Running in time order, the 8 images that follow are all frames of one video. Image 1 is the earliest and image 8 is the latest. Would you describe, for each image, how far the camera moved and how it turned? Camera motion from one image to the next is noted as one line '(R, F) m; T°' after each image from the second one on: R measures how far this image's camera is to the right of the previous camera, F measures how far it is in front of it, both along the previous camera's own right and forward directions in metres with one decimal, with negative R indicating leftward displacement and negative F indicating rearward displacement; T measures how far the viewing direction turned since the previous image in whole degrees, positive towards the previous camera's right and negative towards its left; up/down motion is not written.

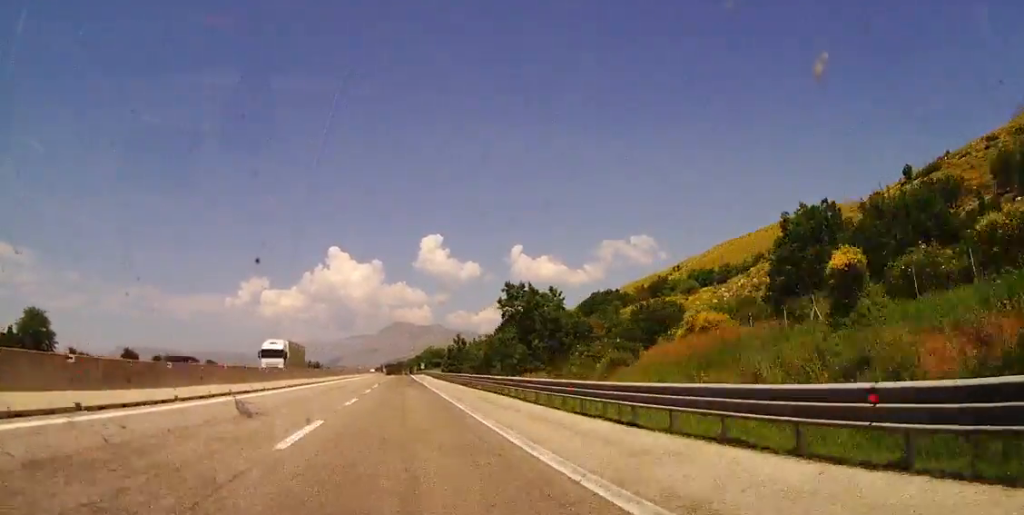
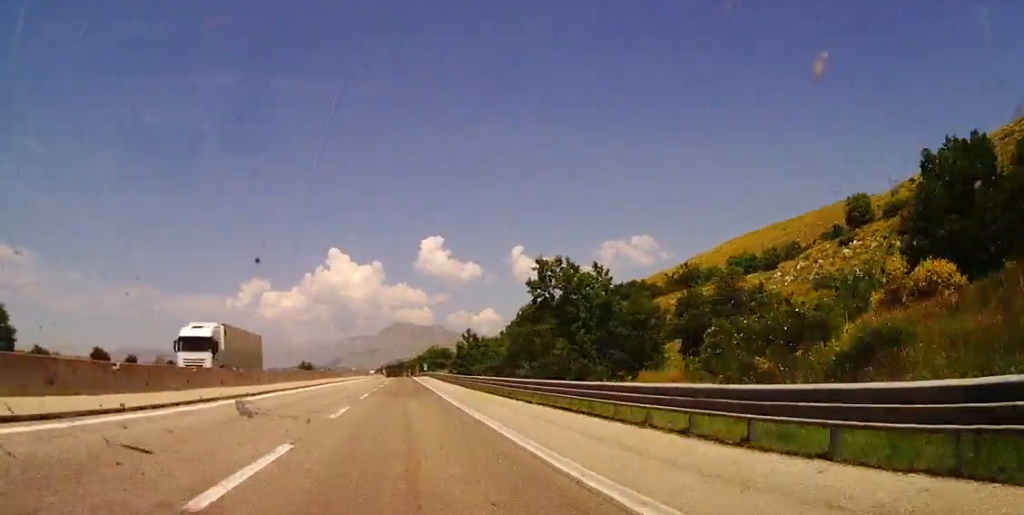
(0.0, +16.6) m; 0°
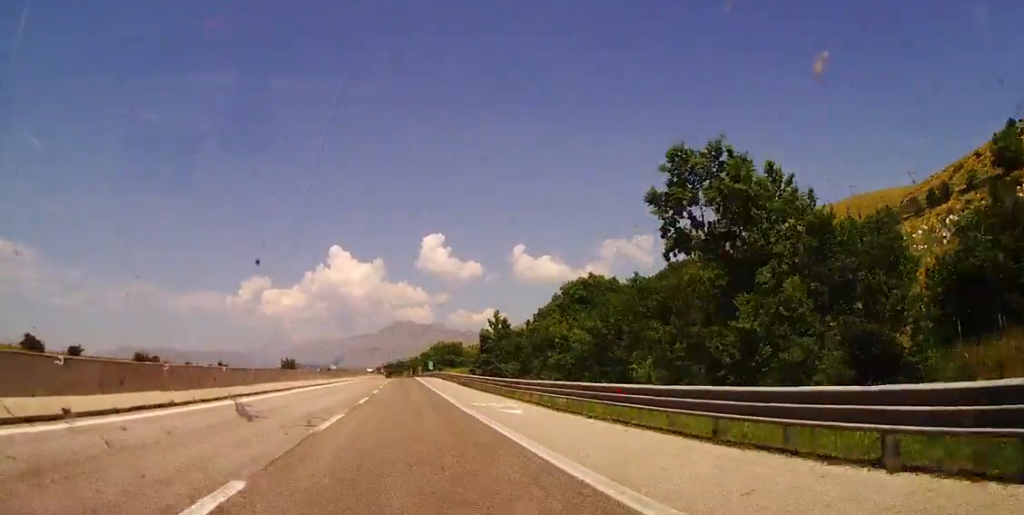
(-0.1, +28.3) m; -1°
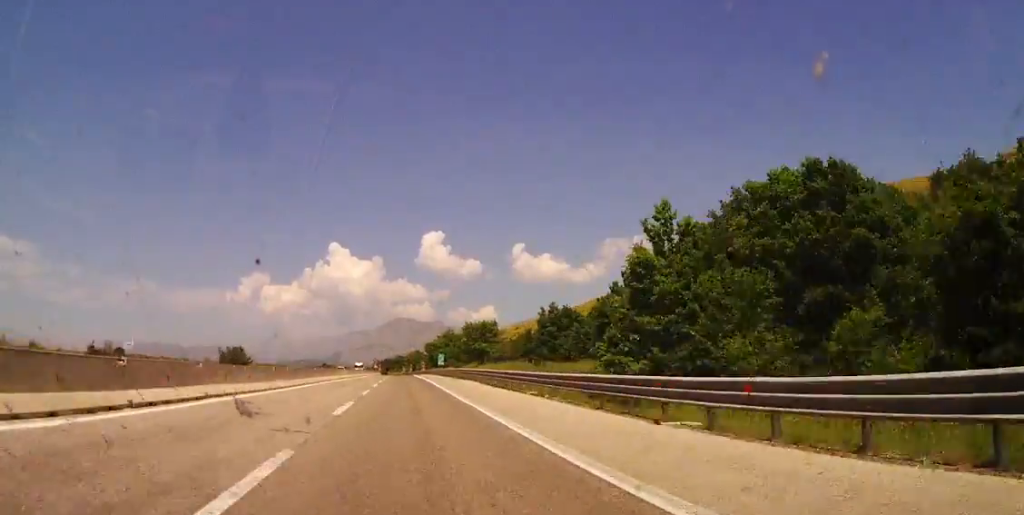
(-0.4, +48.0) m; 0°
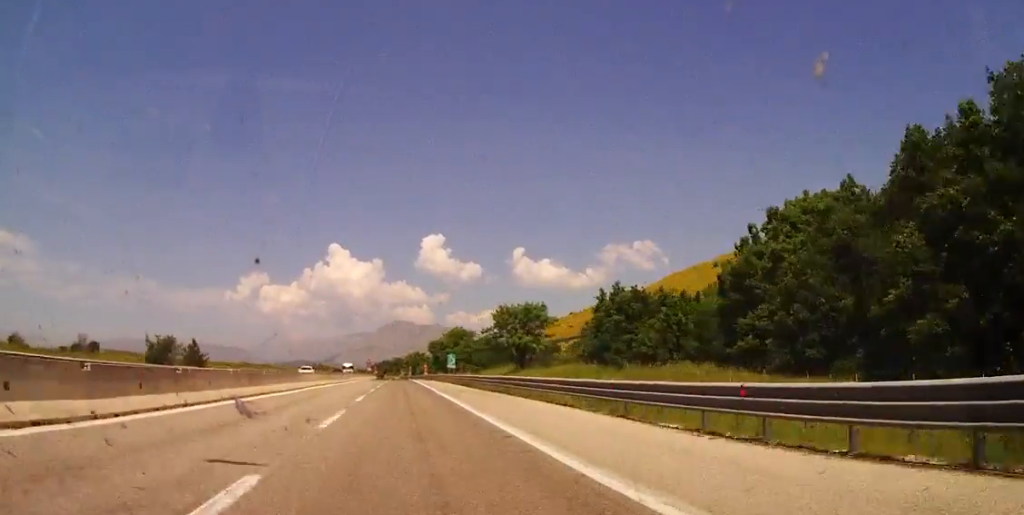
(+0.4, +27.7) m; 0°
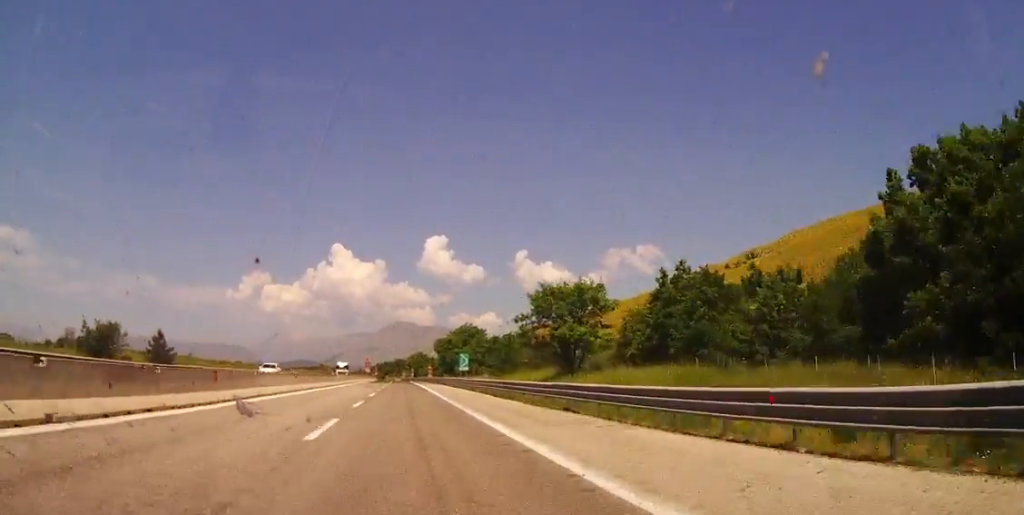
(+0.2, +14.9) m; 0°
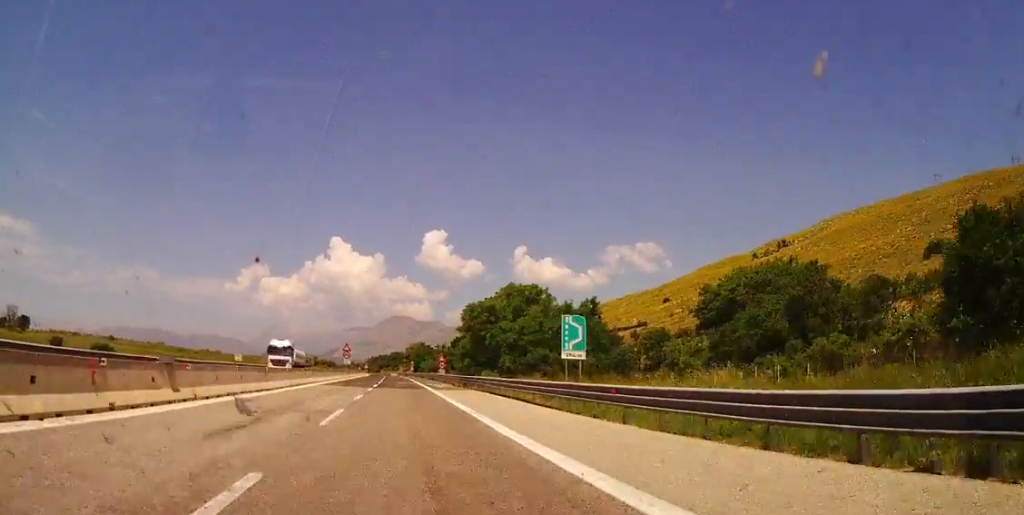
(-0.4, +47.9) m; 0°
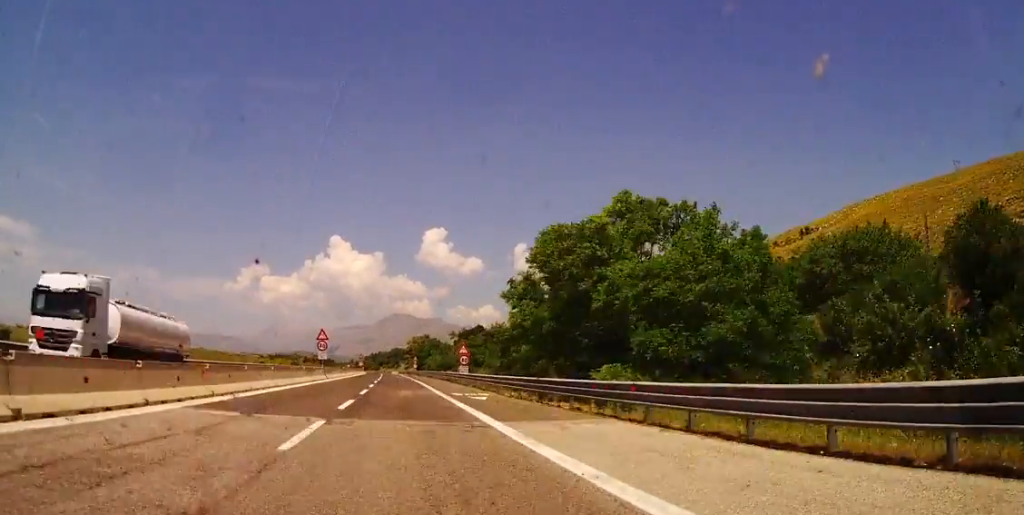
(0.0, +29.5) m; 0°
